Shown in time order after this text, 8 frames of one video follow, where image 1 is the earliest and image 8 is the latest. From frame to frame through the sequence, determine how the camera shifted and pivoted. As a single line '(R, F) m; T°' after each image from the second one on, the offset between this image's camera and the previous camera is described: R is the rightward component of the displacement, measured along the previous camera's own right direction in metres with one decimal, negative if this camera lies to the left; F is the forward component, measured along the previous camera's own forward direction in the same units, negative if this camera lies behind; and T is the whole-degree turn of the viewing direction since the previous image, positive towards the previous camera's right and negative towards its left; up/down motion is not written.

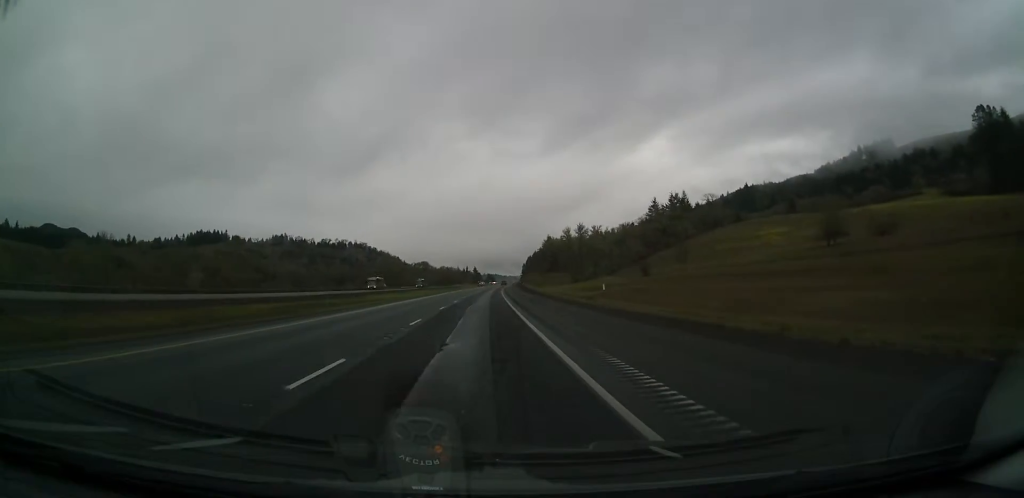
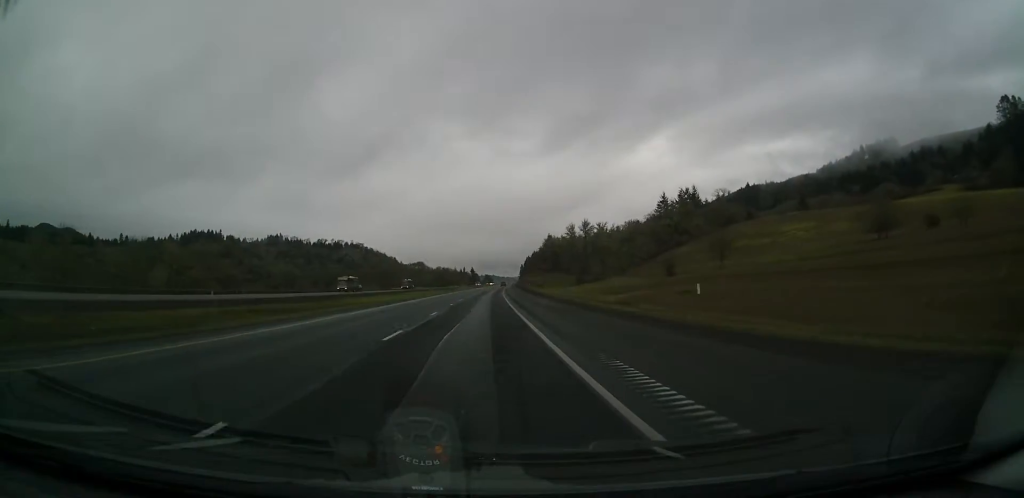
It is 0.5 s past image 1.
(0.0, +17.3) m; 0°
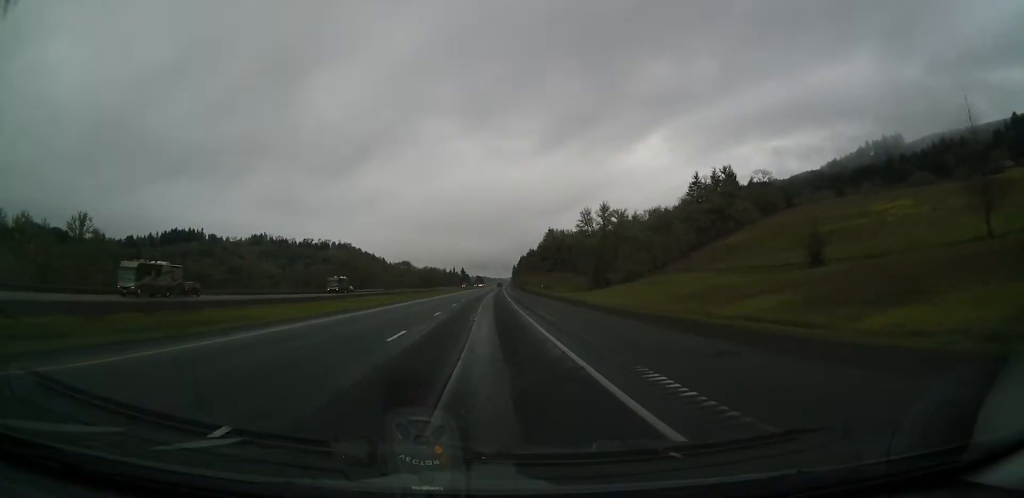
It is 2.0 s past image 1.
(+0.8, +48.7) m; +1°
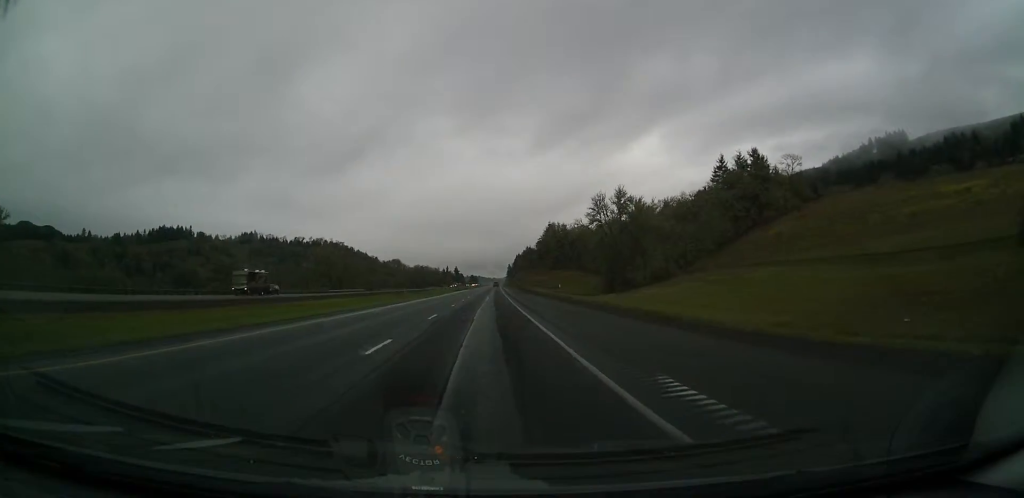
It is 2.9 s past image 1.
(+0.1, +27.1) m; 0°
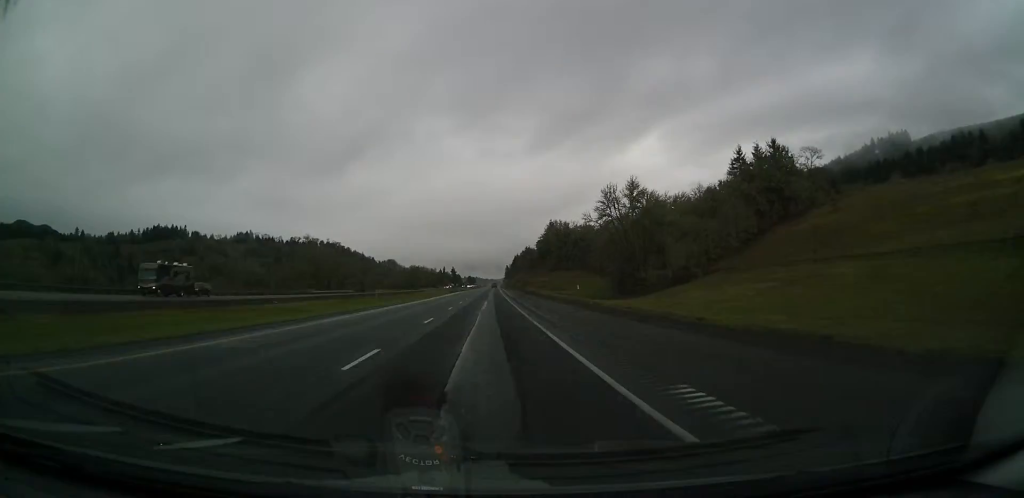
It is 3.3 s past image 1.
(0.0, +14.1) m; 0°
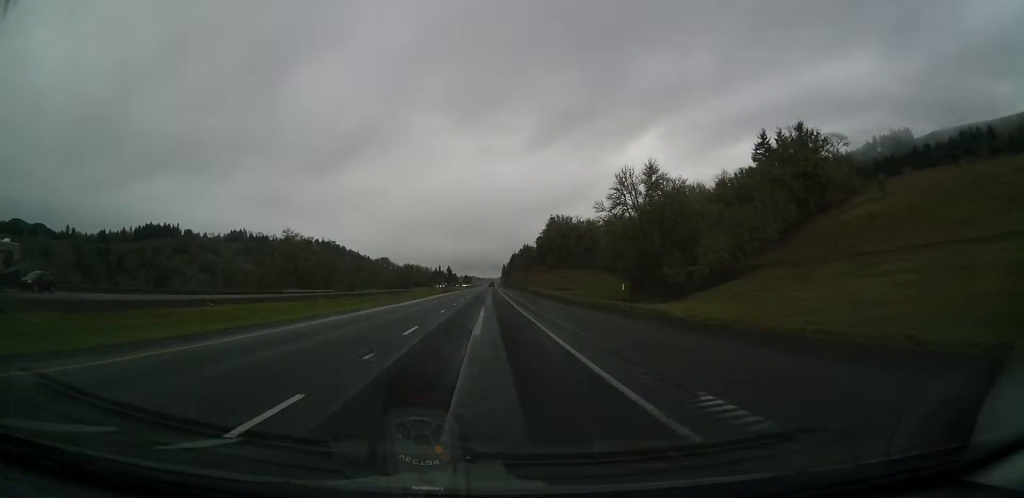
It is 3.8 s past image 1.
(0.0, +17.4) m; +1°
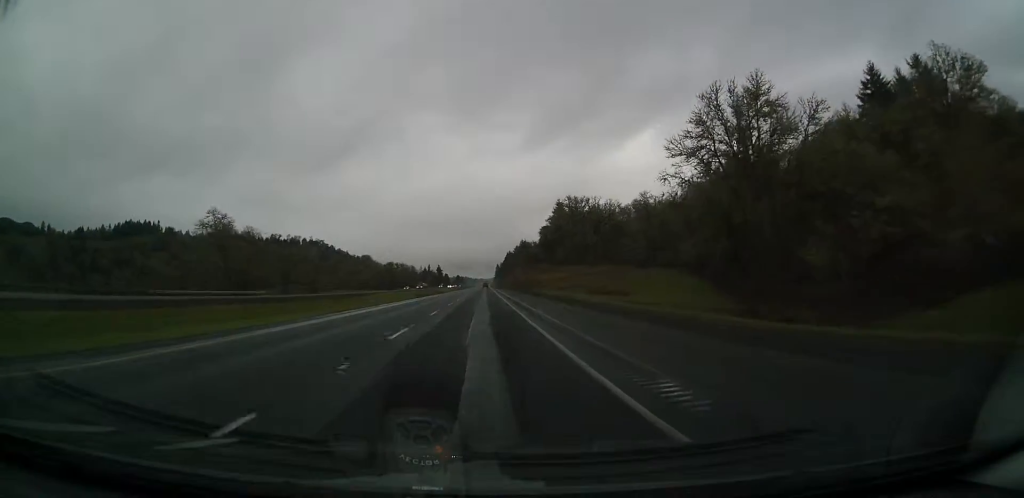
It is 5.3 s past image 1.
(+0.8, +49.1) m; +1°
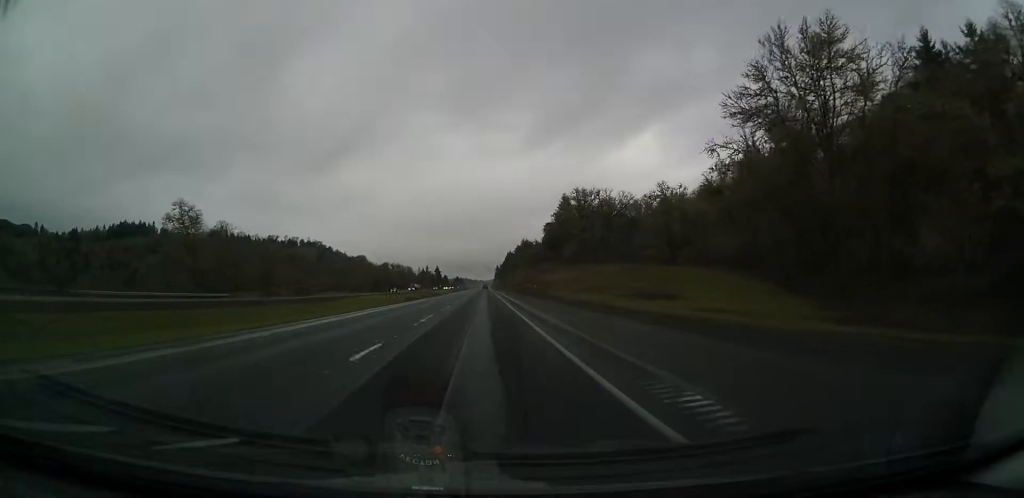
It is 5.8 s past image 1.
(-0.2, +16.5) m; 0°
